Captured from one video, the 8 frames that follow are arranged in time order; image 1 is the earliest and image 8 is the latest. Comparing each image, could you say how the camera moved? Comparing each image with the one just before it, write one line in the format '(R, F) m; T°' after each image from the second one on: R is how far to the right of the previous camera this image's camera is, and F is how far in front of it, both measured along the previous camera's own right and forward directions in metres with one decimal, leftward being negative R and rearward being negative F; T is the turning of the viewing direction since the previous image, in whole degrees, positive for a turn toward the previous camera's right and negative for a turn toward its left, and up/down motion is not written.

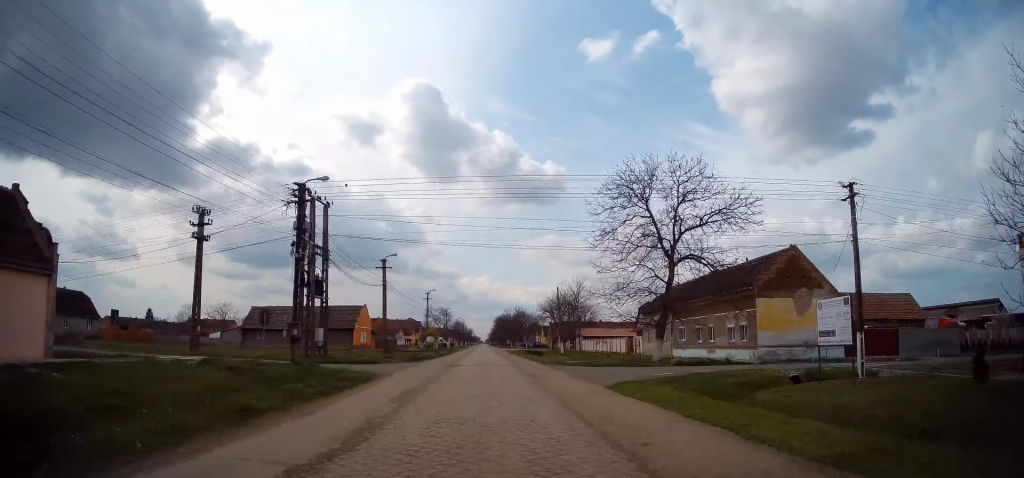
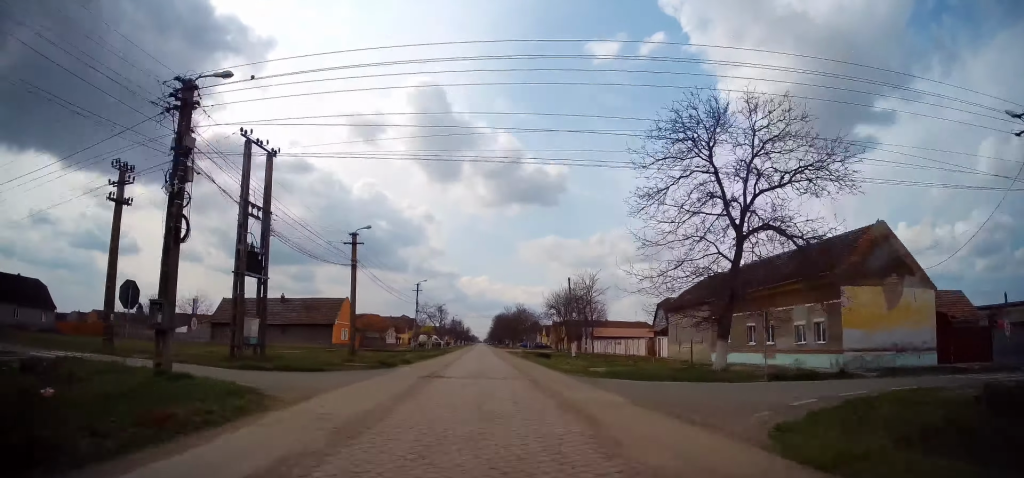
(0.0, +9.9) m; 0°
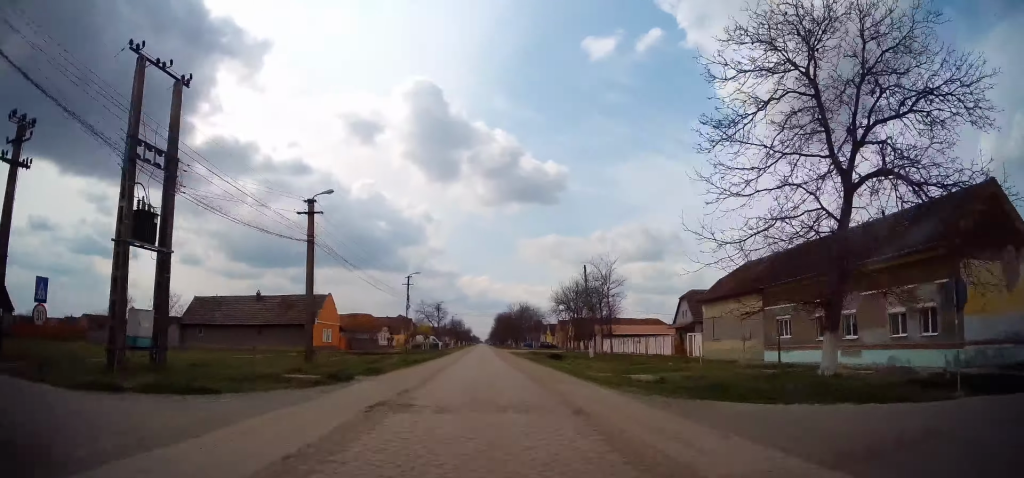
(0.0, +8.5) m; 0°
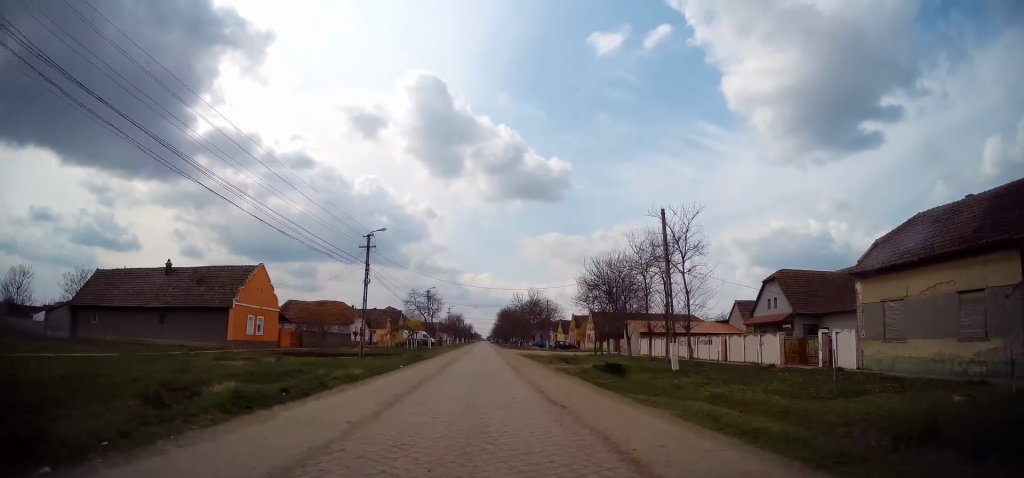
(0.0, +20.7) m; -2°
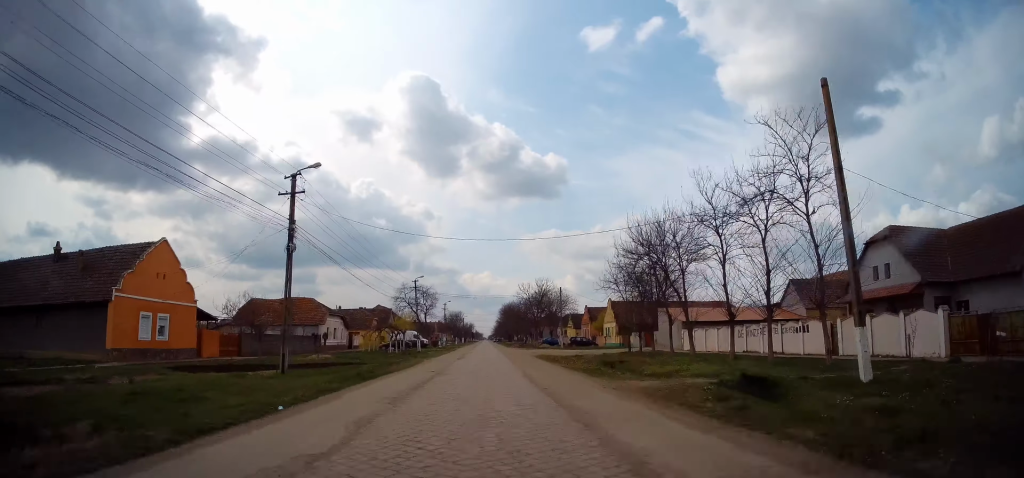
(-0.5, +14.6) m; 0°
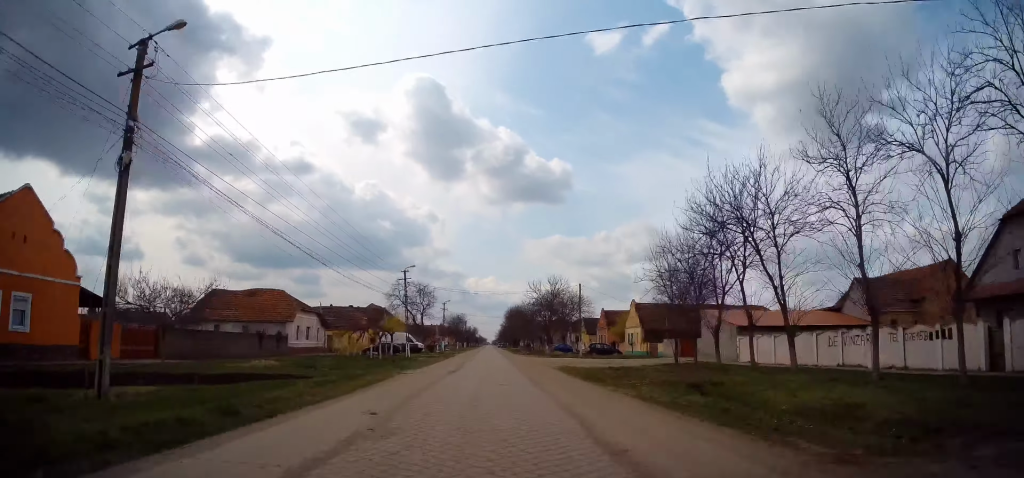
(+0.4, +11.6) m; 0°
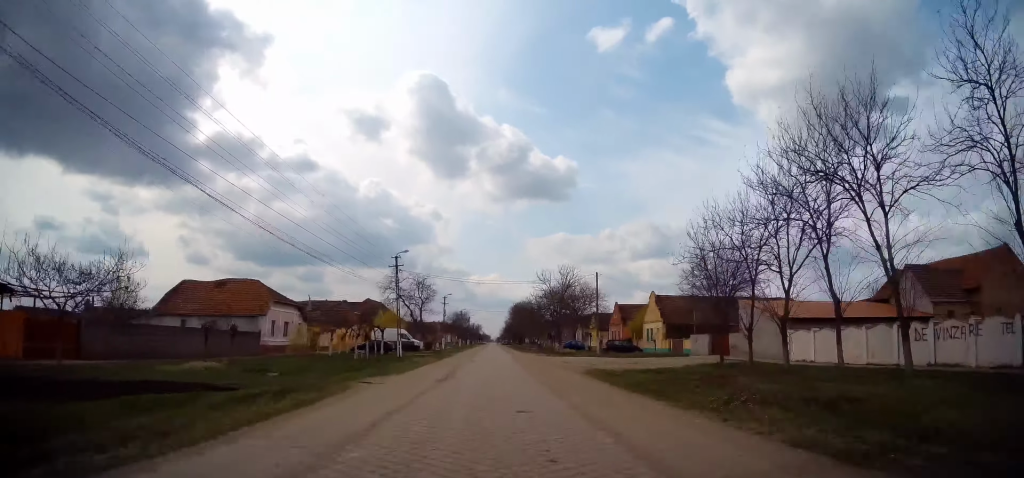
(-0.1, +7.1) m; 0°
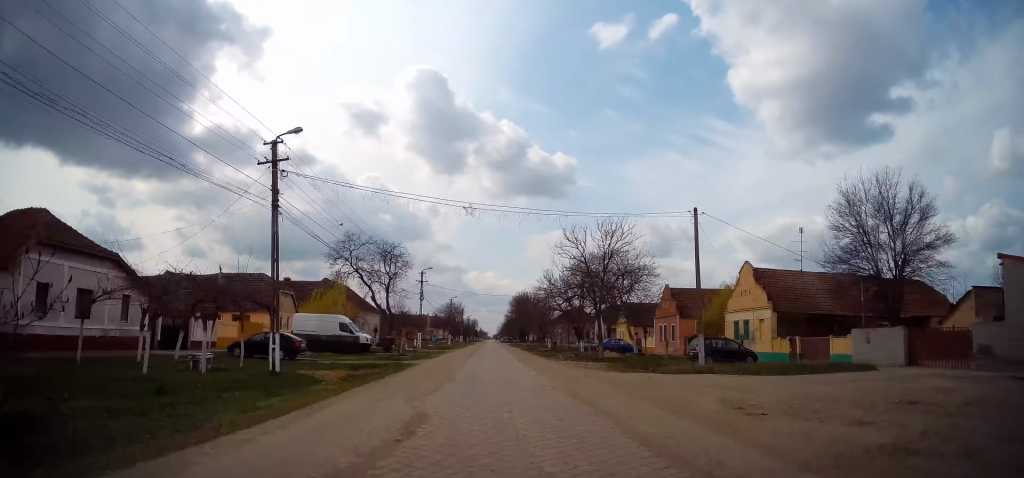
(+0.3, +25.8) m; 0°
